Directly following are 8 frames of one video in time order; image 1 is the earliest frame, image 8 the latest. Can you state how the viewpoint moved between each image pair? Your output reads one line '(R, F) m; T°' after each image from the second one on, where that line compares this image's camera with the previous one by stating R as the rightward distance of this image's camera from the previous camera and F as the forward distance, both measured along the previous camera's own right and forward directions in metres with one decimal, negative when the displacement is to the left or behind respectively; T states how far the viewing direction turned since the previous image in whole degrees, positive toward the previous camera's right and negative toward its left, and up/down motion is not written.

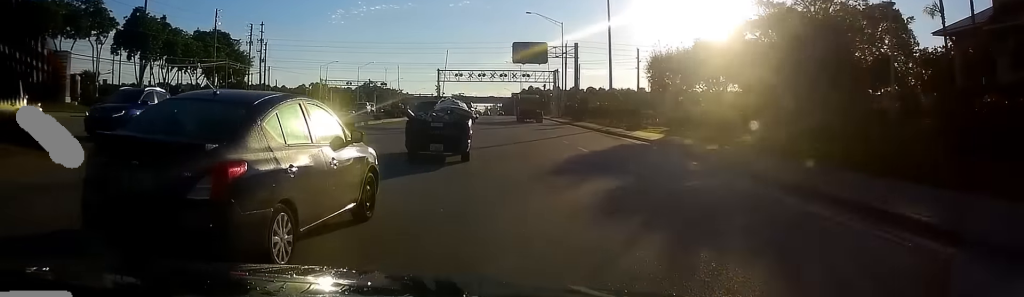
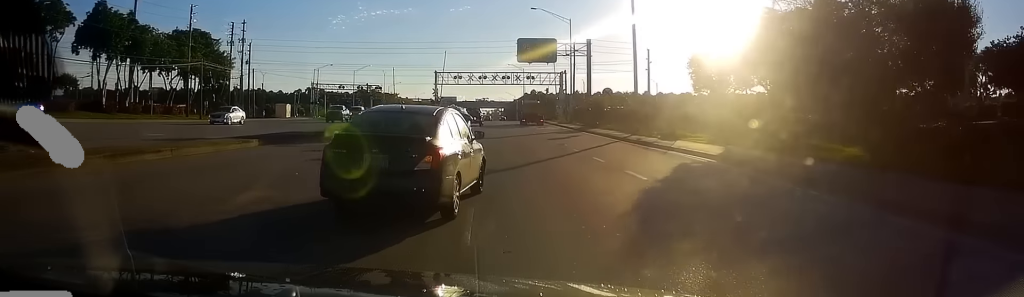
(-0.3, +9.5) m; -2°
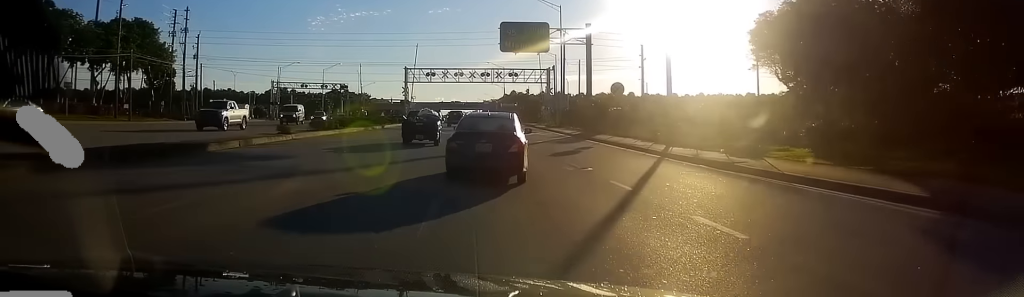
(0.0, +11.1) m; 0°
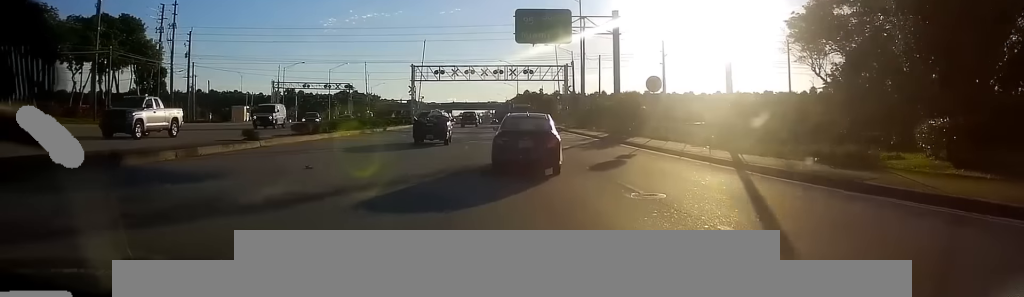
(0.0, +4.7) m; 0°
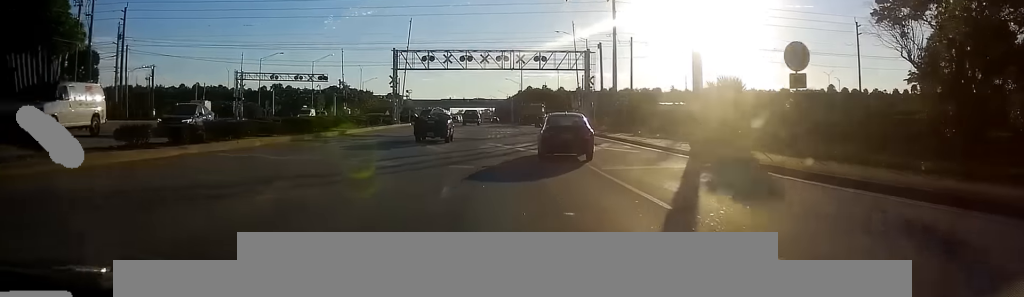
(0.0, +13.1) m; 0°
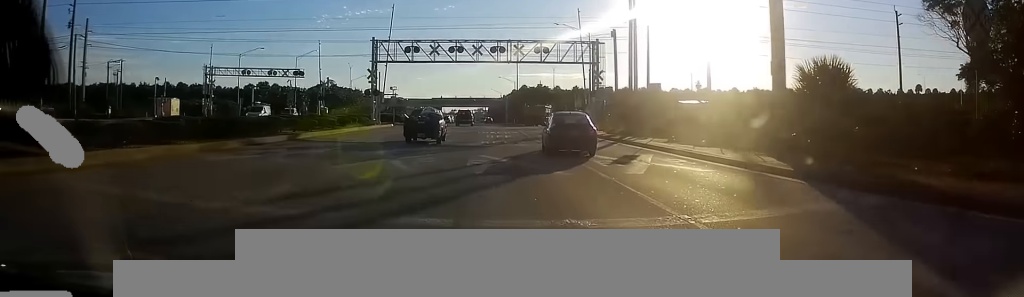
(0.0, +7.1) m; 0°
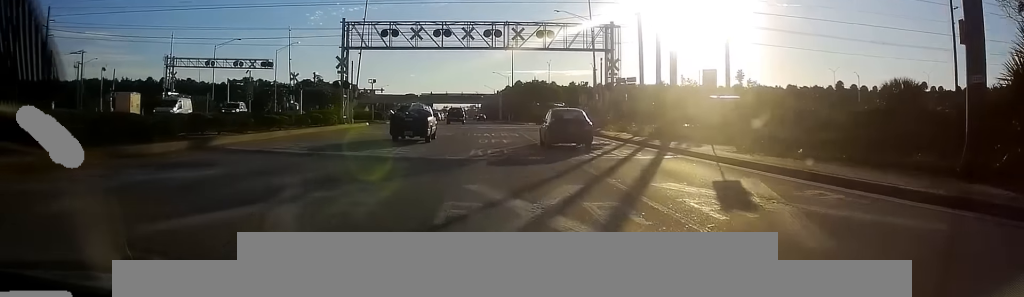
(0.0, +8.3) m; 0°
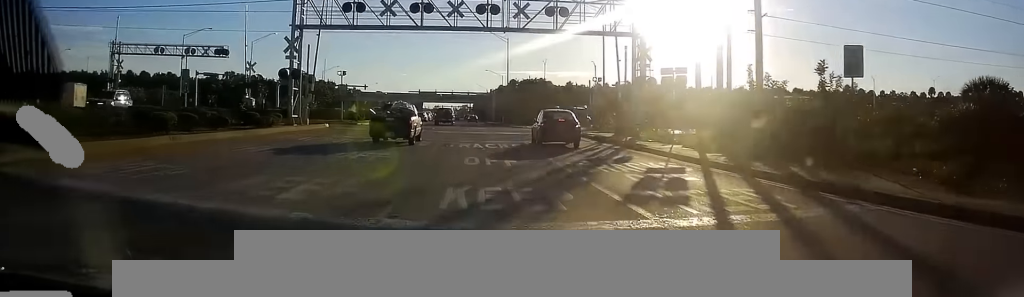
(0.0, +10.4) m; -1°
